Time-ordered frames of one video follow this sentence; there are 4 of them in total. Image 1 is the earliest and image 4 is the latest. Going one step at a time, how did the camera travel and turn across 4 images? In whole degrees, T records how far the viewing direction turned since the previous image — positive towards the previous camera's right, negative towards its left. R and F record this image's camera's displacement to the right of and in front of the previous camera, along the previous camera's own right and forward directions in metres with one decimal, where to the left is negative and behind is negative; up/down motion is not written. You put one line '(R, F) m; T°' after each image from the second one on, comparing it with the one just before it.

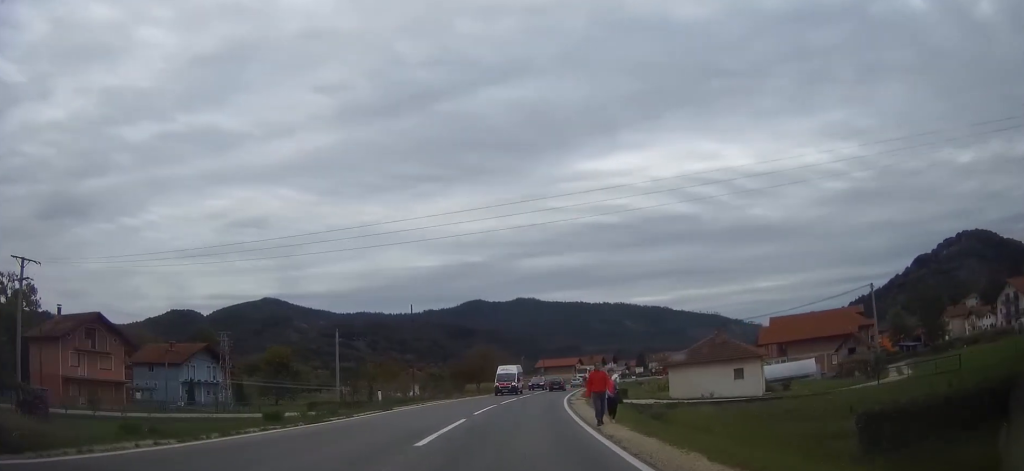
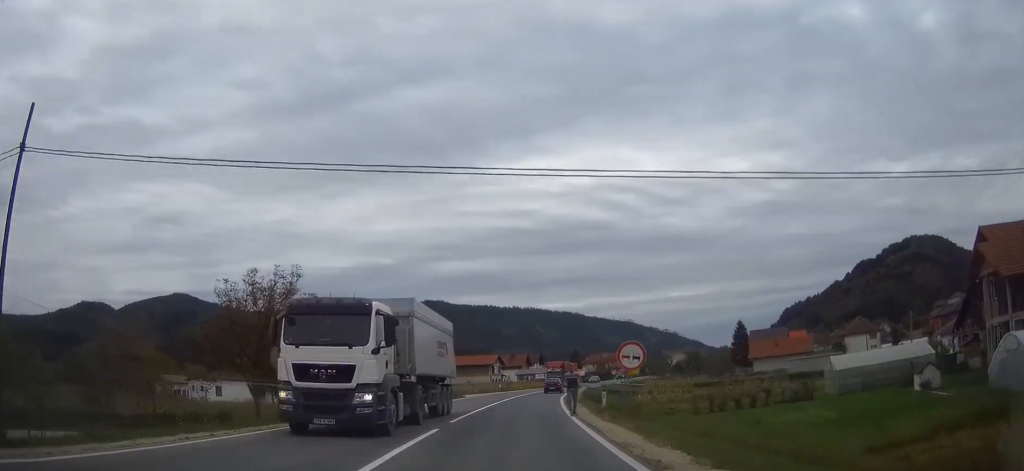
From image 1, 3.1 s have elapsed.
(+3.9, +58.4) m; +7°
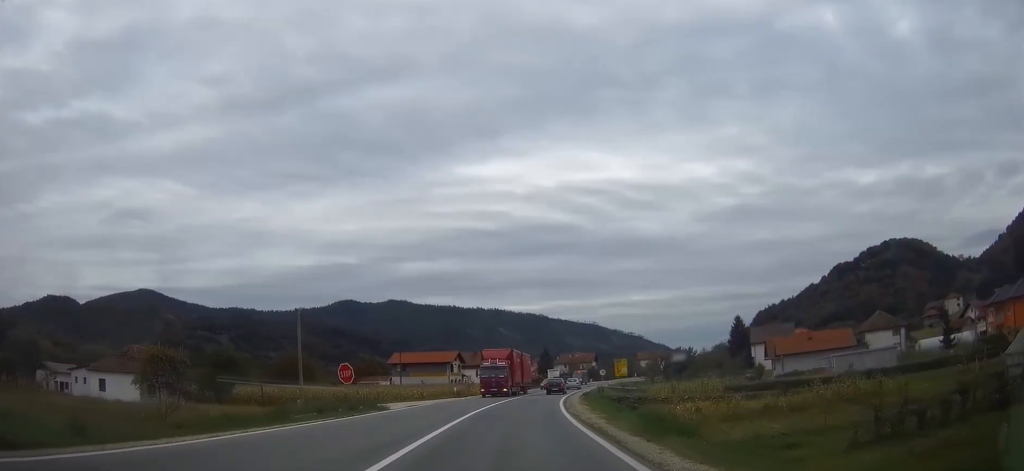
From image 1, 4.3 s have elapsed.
(+0.7, +24.2) m; +4°
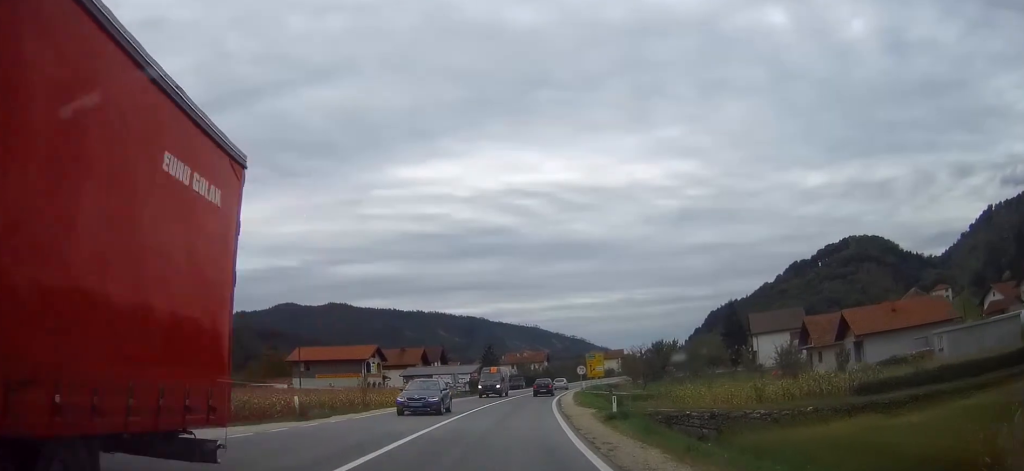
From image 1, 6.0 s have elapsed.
(+1.3, +32.3) m; +5°
